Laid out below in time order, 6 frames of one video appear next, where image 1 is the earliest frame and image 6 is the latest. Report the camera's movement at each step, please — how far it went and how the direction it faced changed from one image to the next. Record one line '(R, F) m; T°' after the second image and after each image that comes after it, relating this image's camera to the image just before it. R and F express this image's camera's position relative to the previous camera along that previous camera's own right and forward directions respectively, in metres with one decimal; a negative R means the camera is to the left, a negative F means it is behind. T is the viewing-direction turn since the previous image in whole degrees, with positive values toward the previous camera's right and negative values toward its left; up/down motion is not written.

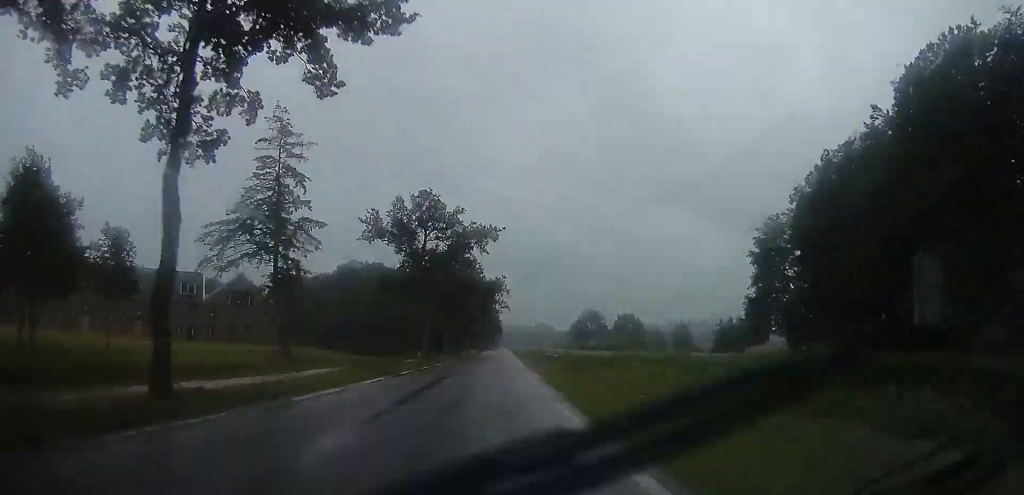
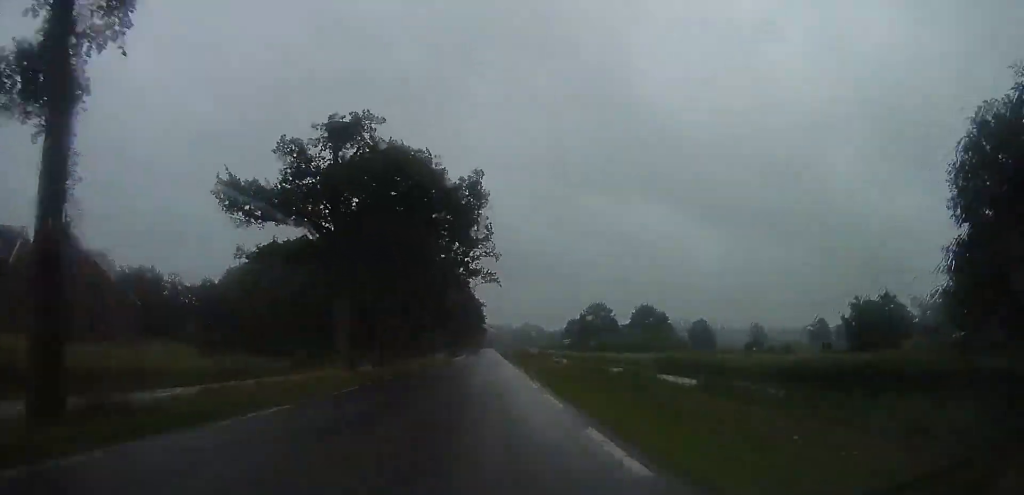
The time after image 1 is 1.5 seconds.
(+0.8, +39.2) m; +3°
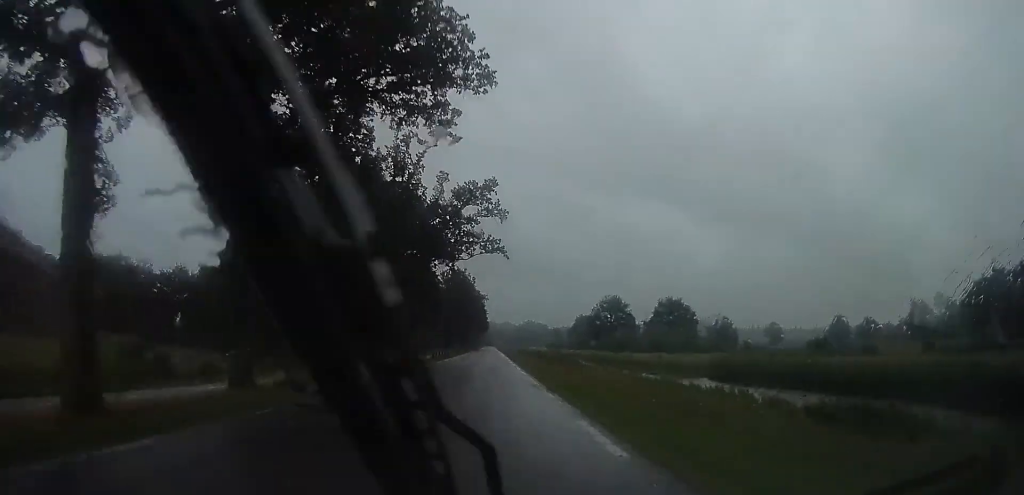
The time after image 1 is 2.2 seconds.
(+0.3, +17.2) m; +1°
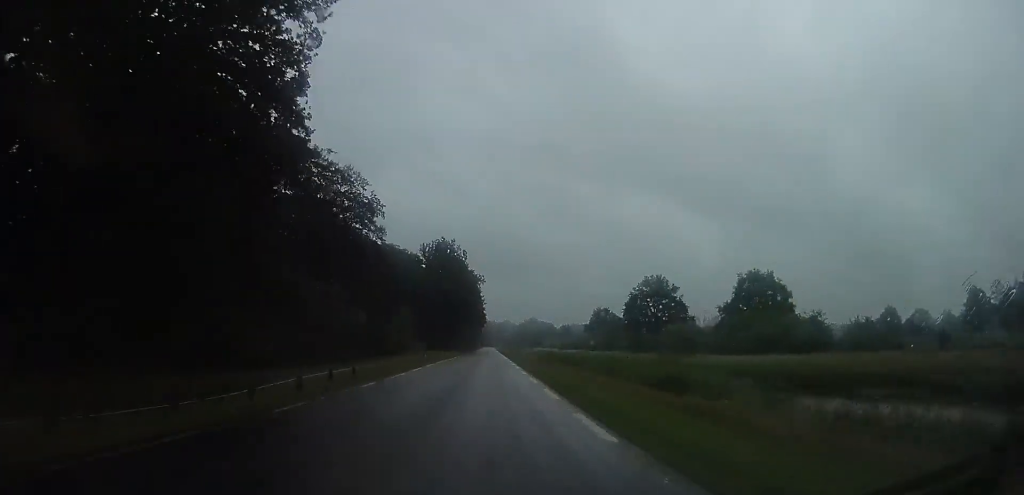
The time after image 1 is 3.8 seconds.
(-0.9, +41.0) m; -1°
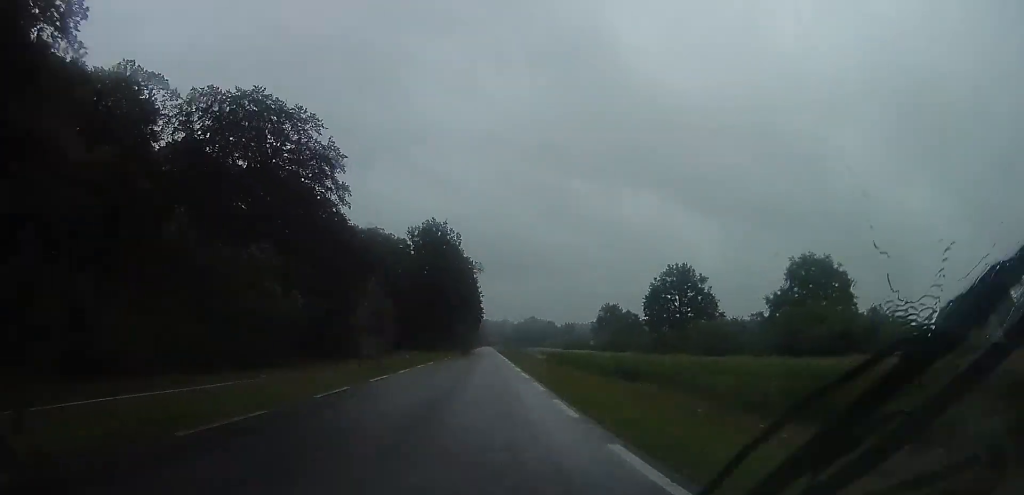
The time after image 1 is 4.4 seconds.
(+0.6, +15.4) m; +1°
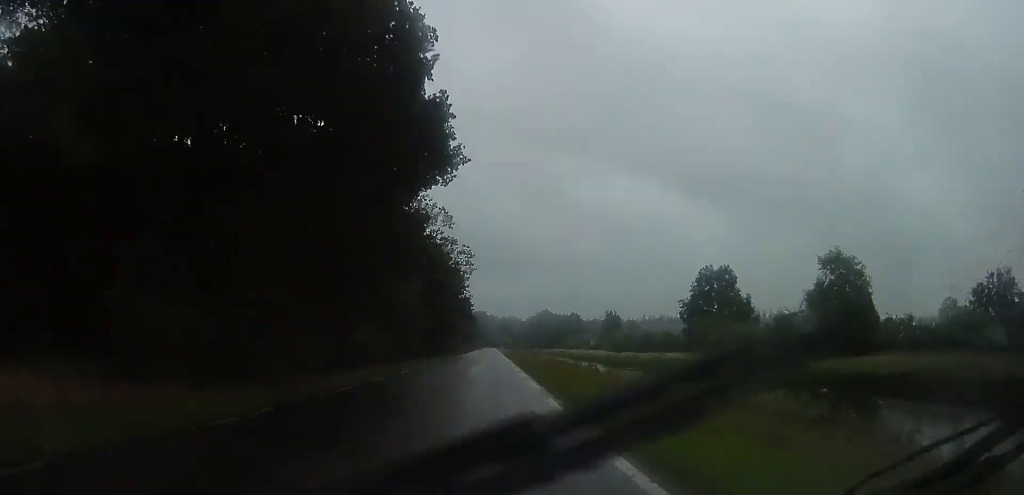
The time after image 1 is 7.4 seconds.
(-0.4, +77.8) m; -1°
